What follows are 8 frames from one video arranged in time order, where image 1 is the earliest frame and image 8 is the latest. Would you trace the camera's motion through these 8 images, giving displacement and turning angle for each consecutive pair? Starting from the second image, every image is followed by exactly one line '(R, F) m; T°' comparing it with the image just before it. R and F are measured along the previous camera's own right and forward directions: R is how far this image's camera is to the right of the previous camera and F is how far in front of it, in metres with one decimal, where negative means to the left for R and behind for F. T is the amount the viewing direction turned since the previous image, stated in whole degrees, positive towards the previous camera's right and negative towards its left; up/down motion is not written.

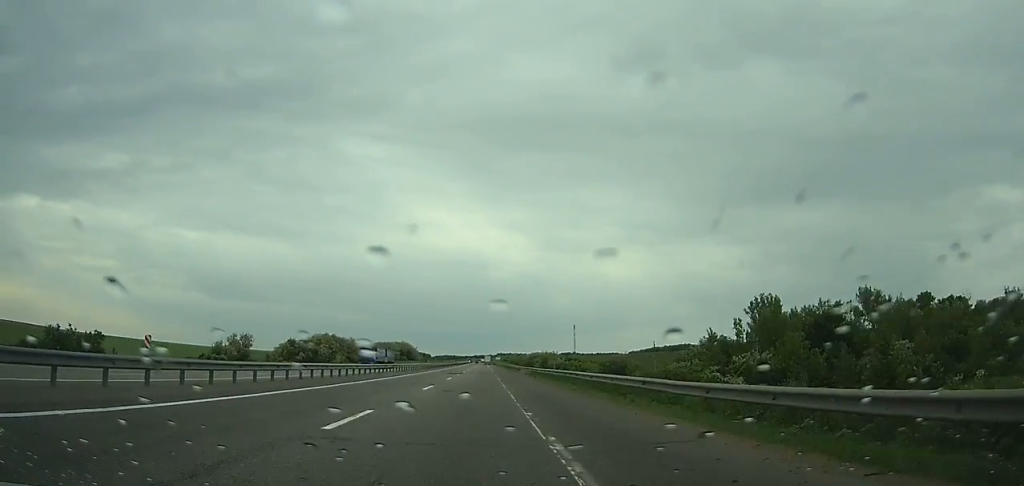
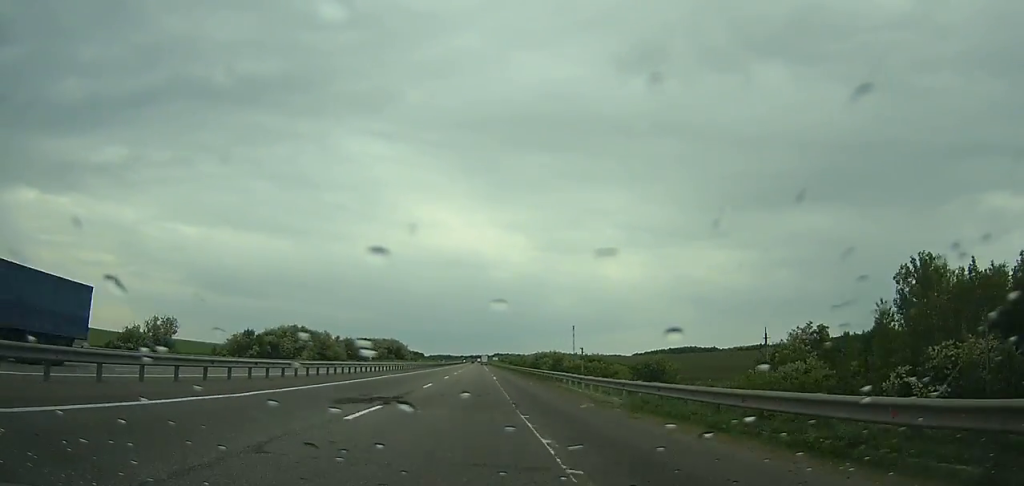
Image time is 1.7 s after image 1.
(-0.4, +46.8) m; 0°
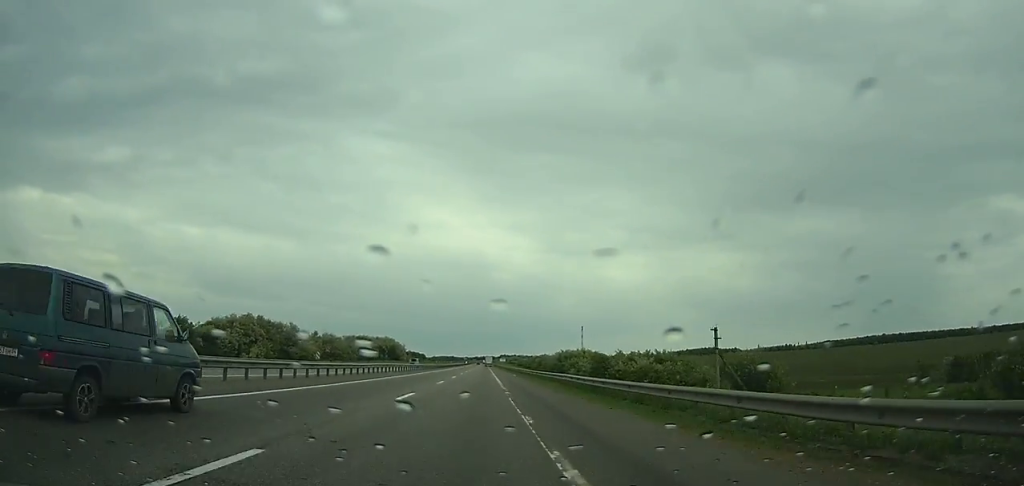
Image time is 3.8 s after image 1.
(-0.3, +57.3) m; 0°
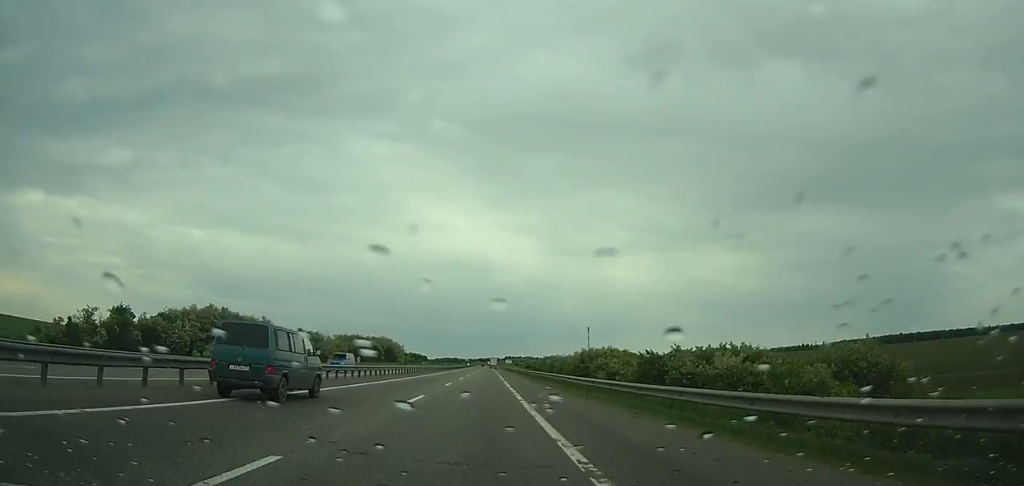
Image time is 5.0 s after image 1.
(-0.2, +32.1) m; 0°
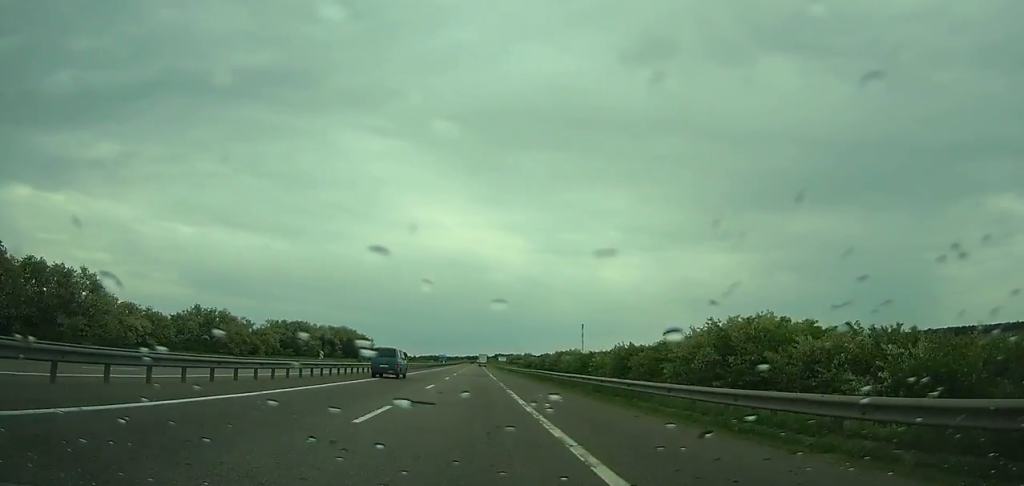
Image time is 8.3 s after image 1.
(0.0, +87.0) m; 0°
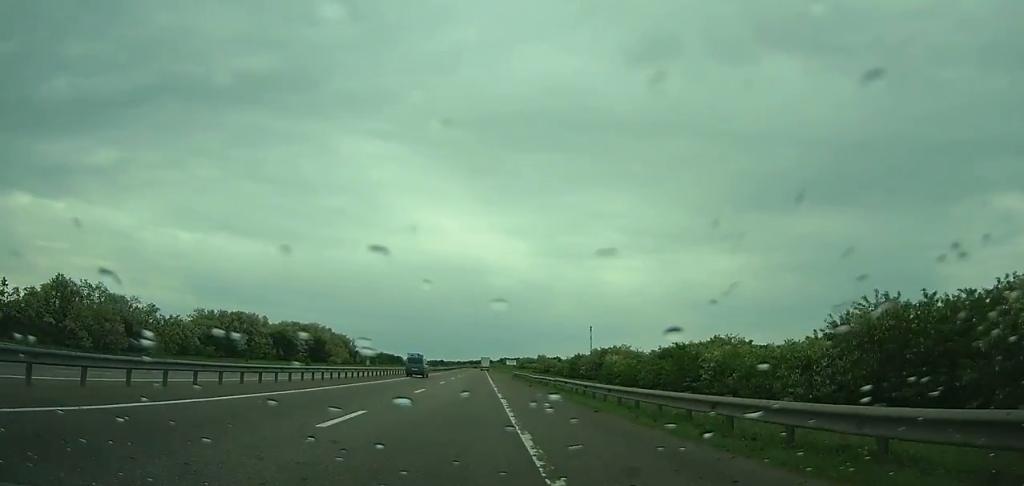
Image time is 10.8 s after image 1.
(+0.2, +64.5) m; 0°
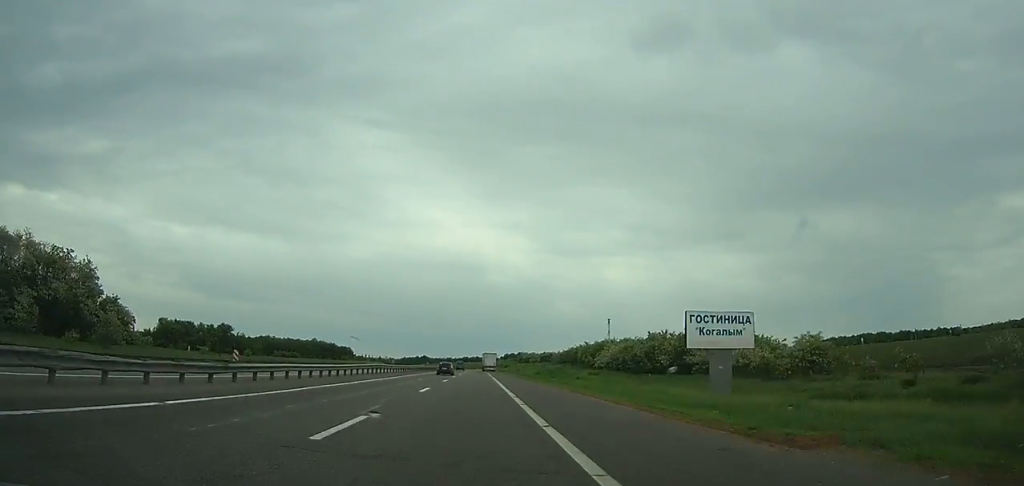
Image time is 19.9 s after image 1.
(-0.3, +225.6) m; 0°
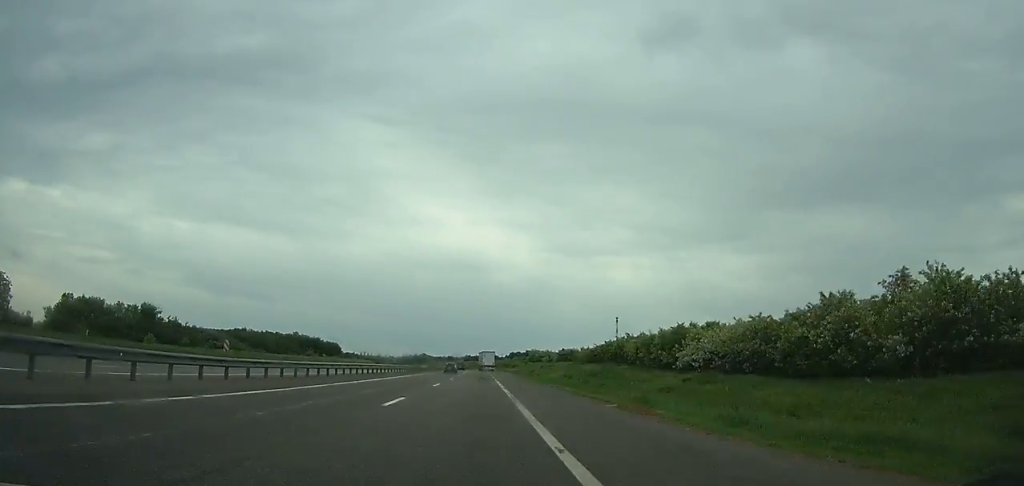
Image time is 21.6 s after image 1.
(+0.1, +40.6) m; 0°
